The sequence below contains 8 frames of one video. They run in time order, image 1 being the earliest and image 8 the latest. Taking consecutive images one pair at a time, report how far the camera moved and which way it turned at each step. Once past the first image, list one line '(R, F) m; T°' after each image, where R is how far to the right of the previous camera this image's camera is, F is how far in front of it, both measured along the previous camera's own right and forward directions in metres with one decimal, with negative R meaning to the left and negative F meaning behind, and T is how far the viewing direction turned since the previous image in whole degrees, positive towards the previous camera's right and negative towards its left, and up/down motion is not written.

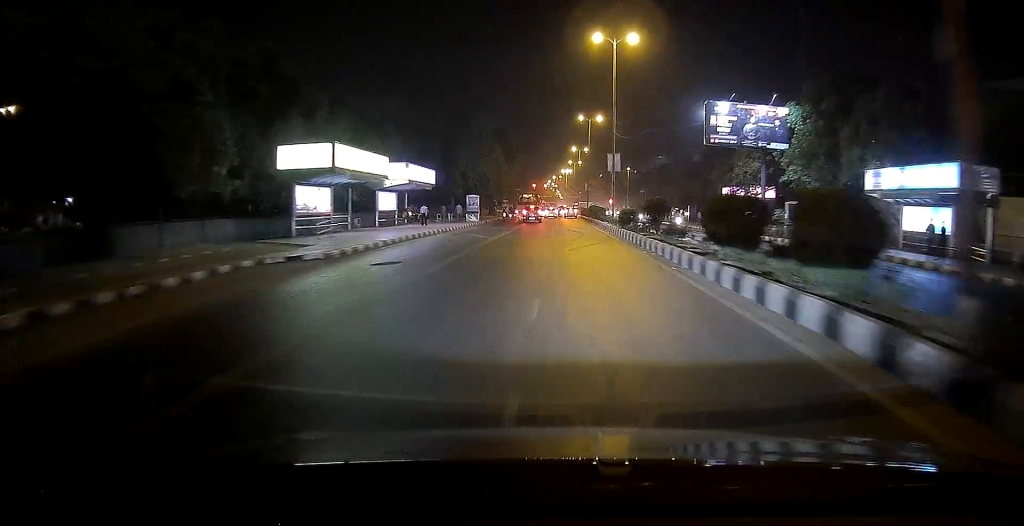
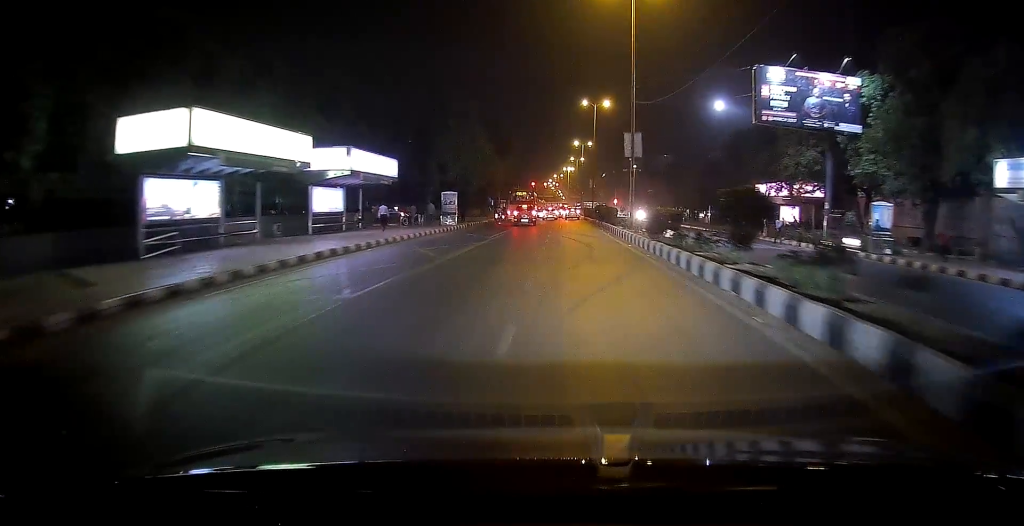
(0.0, +11.7) m; -1°
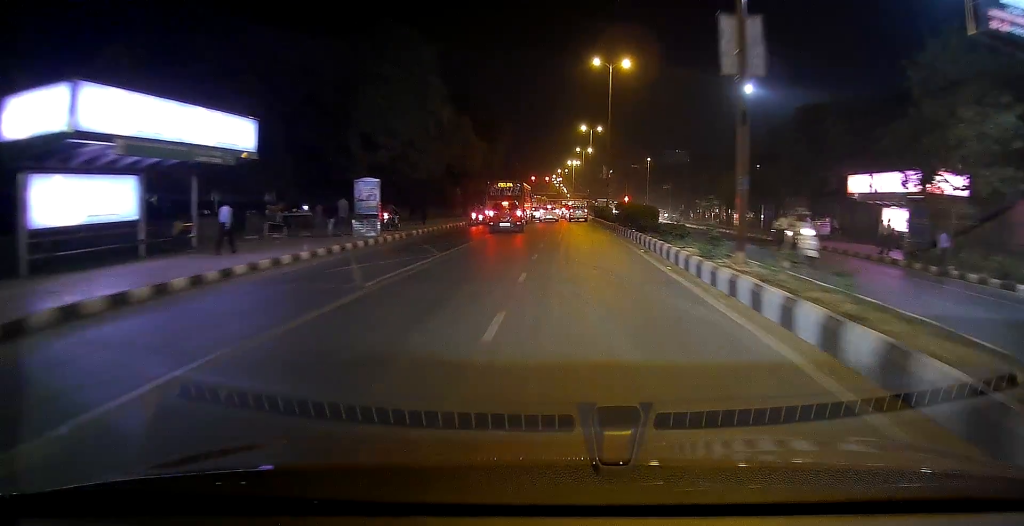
(-0.1, +19.0) m; 0°
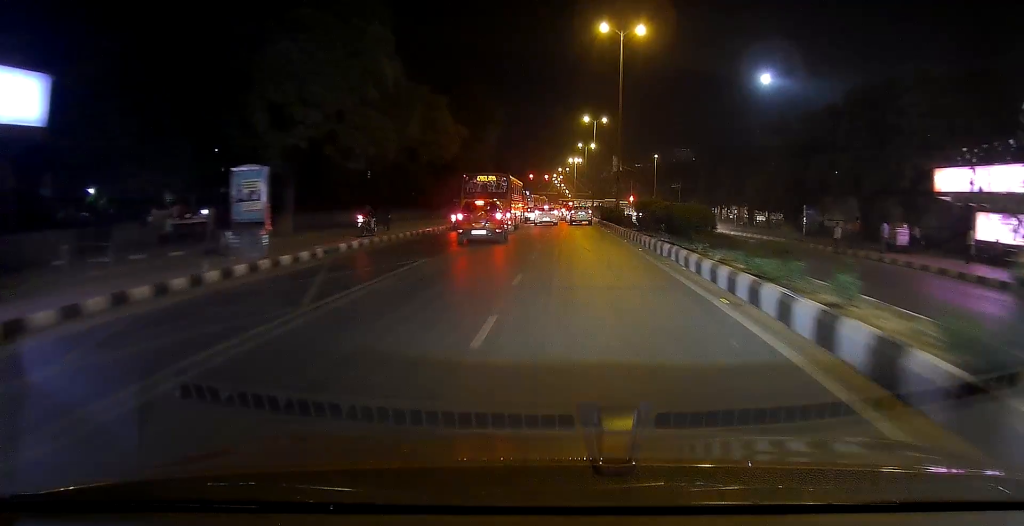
(0.0, +10.1) m; +1°
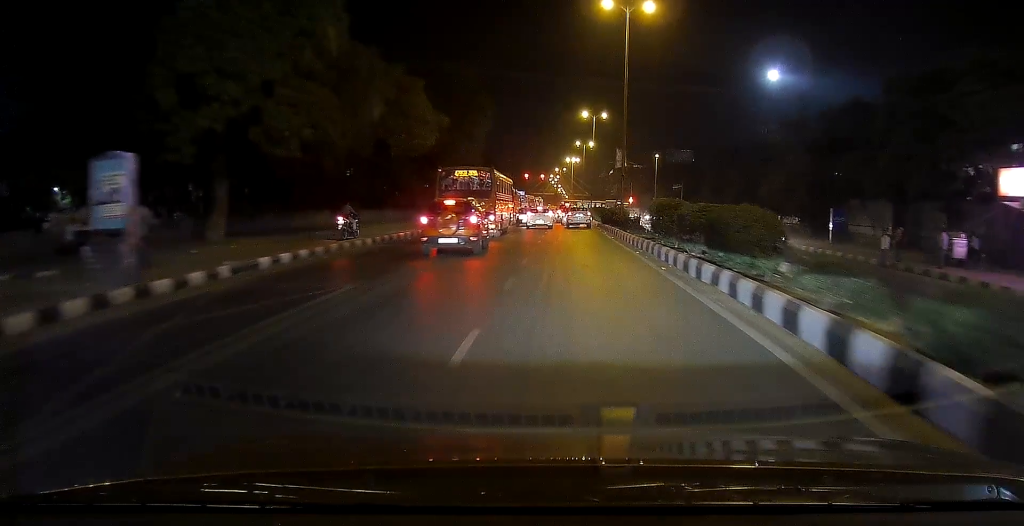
(+0.1, +5.5) m; +1°
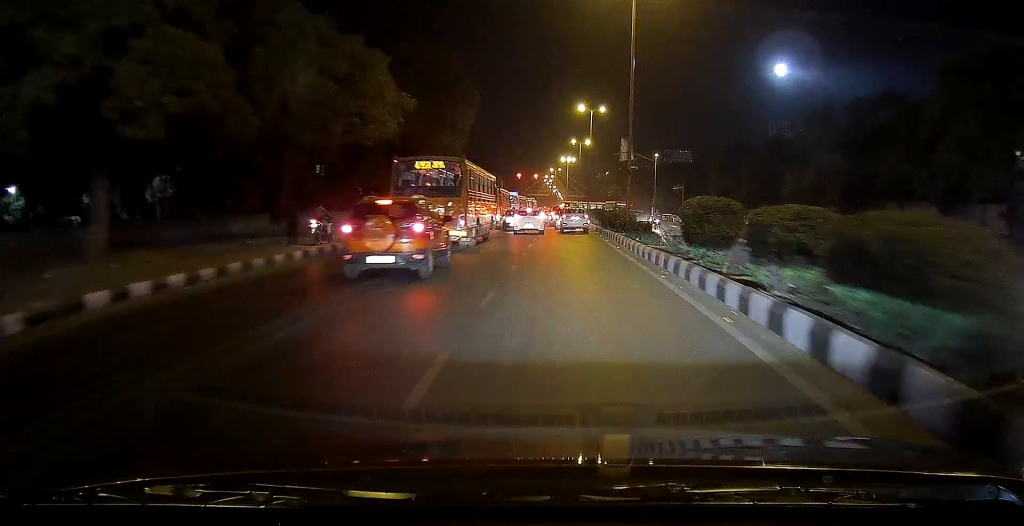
(+0.1, +6.2) m; 0°
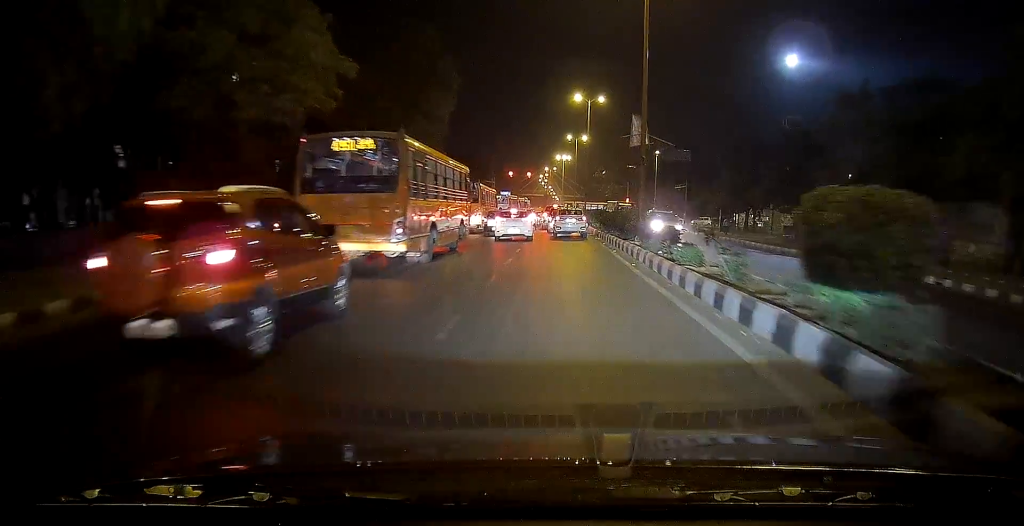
(+0.1, +7.1) m; -2°
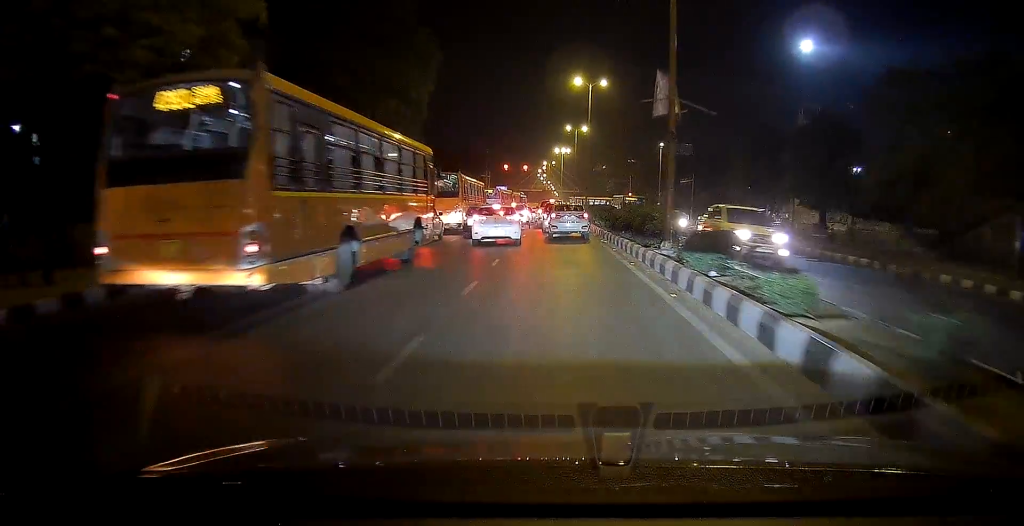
(-0.4, +6.2) m; +1°
